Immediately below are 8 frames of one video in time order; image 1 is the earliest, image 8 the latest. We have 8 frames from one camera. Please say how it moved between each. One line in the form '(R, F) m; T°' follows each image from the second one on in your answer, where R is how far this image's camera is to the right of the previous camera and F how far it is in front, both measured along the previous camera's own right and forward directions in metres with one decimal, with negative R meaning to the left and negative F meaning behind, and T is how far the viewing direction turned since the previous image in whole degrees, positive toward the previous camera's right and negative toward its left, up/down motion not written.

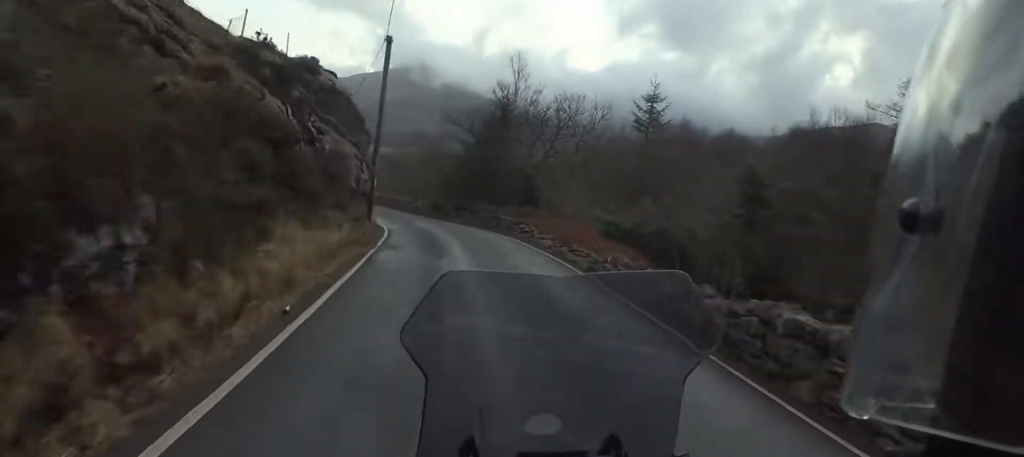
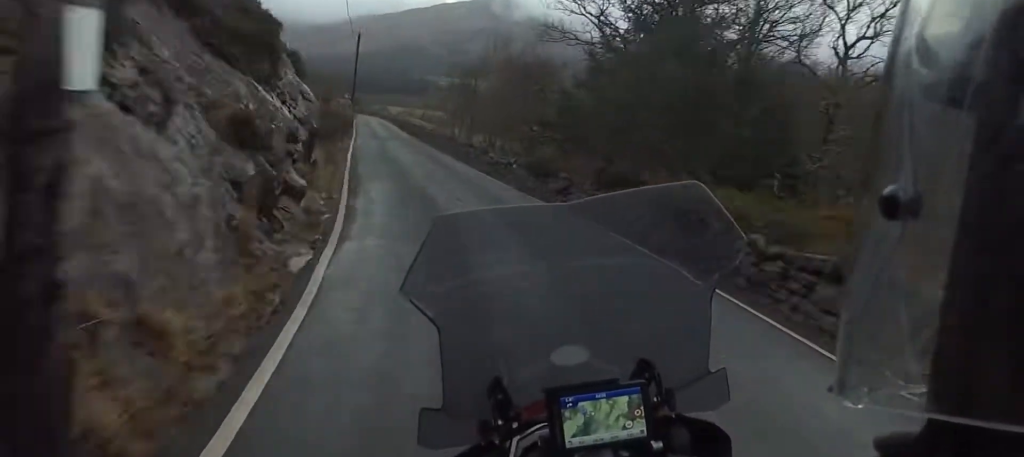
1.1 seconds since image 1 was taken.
(-0.1, +23.9) m; -4°
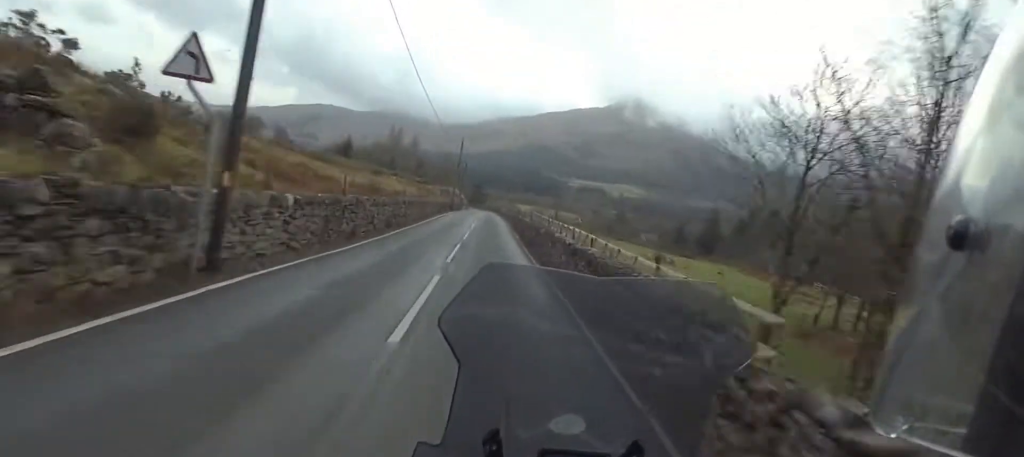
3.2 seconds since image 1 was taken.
(-4.0, +44.7) m; -8°
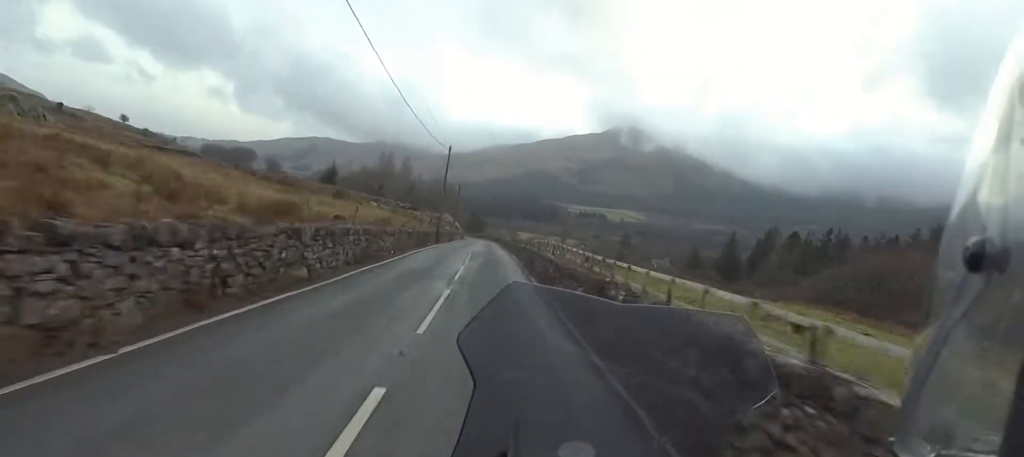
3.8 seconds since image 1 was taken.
(-0.5, +15.0) m; -1°
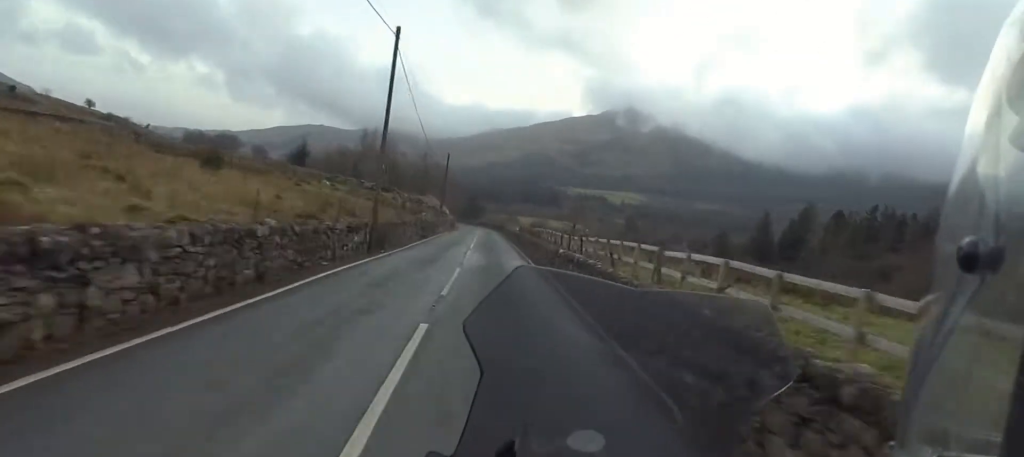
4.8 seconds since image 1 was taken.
(-0.2, +23.2) m; -1°
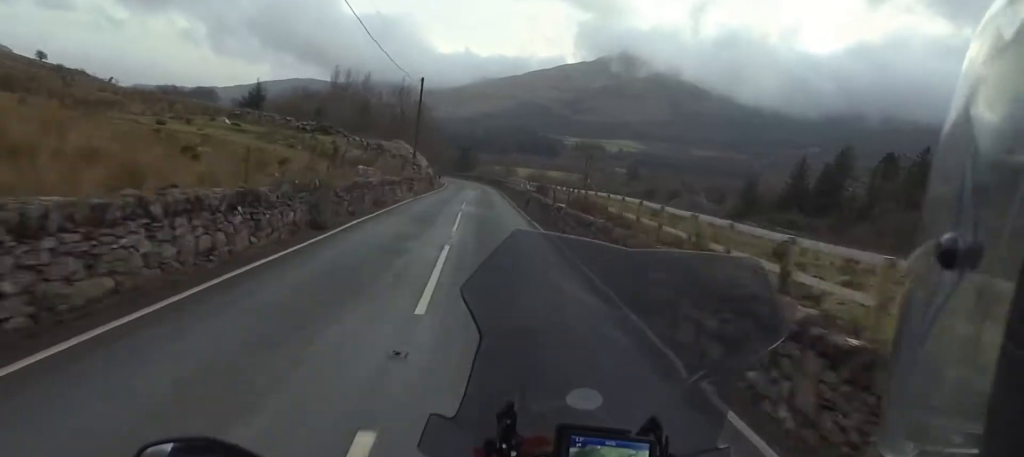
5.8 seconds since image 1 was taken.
(0.0, +21.4) m; 0°
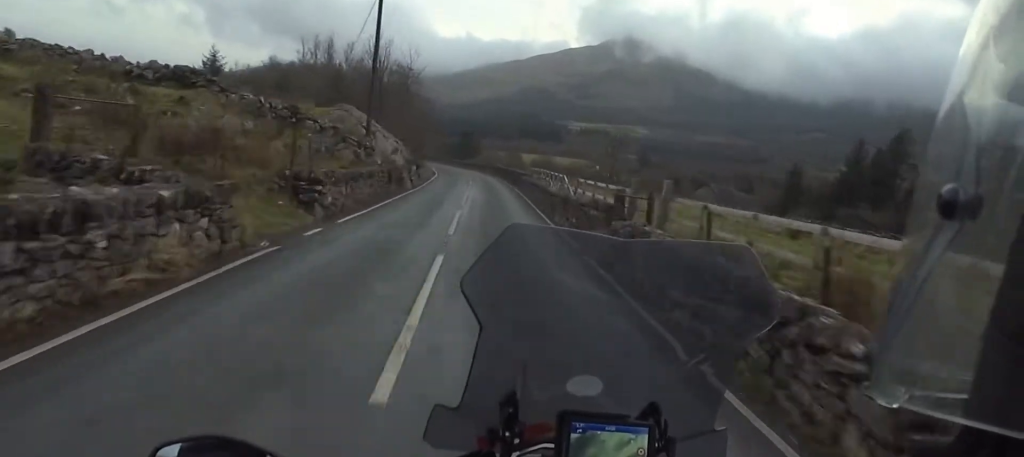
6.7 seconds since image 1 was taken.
(0.0, +20.1) m; 0°
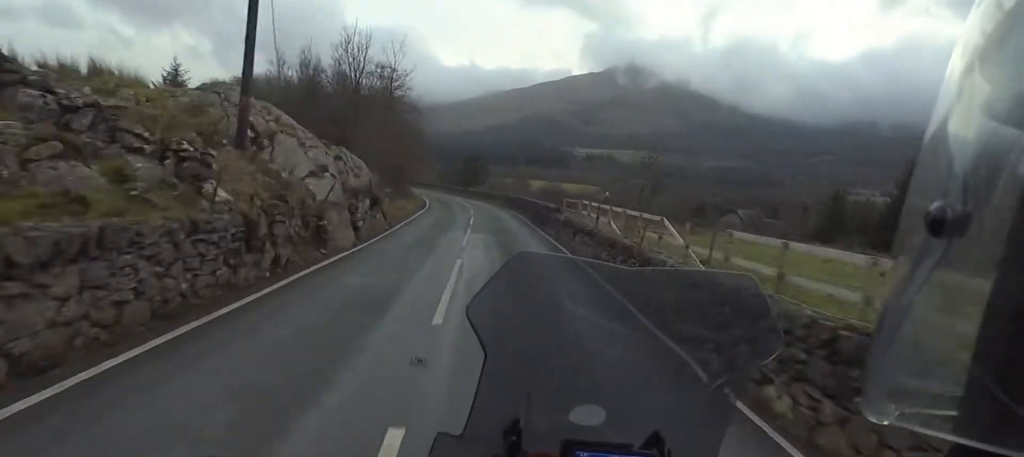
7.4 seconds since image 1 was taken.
(0.0, +14.9) m; -1°
